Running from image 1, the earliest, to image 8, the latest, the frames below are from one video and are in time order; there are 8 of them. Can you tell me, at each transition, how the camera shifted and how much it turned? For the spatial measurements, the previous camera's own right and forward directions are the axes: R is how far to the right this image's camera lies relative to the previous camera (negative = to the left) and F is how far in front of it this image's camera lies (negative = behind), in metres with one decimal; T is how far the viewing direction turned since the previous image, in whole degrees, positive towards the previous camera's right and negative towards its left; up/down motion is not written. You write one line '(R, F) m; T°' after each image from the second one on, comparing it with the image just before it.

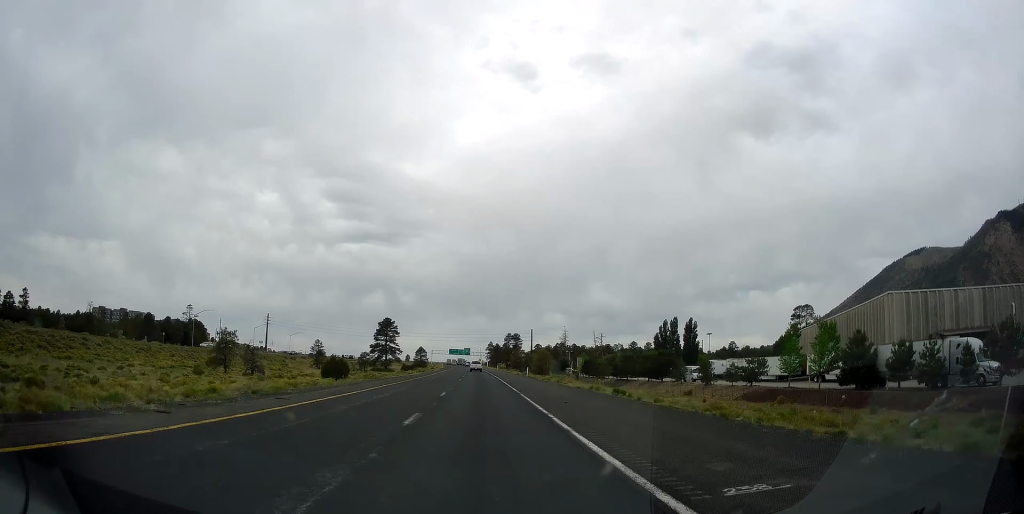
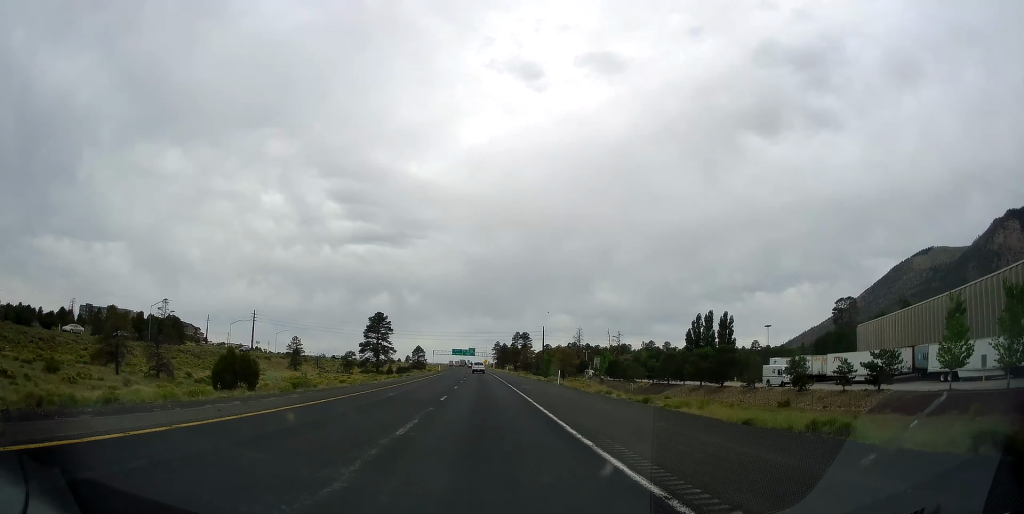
(-0.3, +26.4) m; -1°
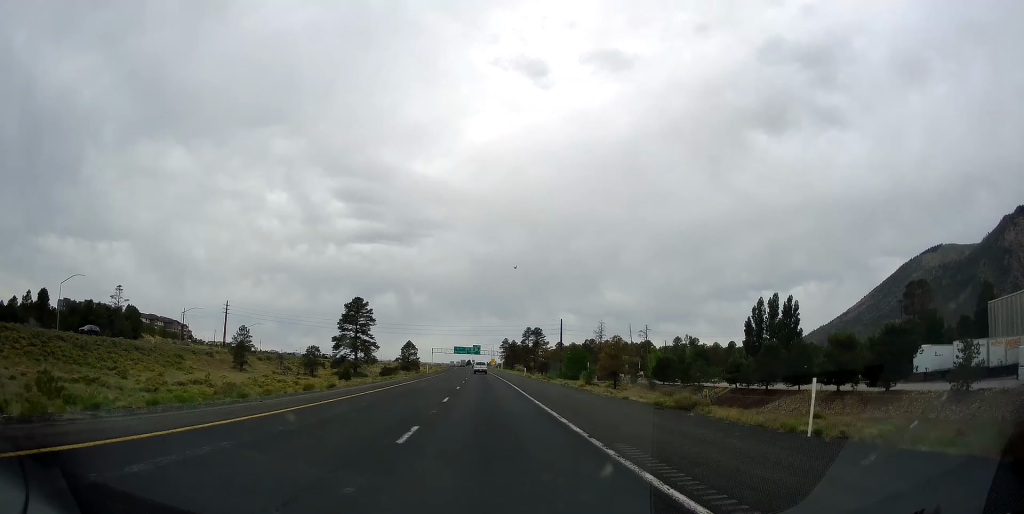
(-0.3, +37.5) m; 0°
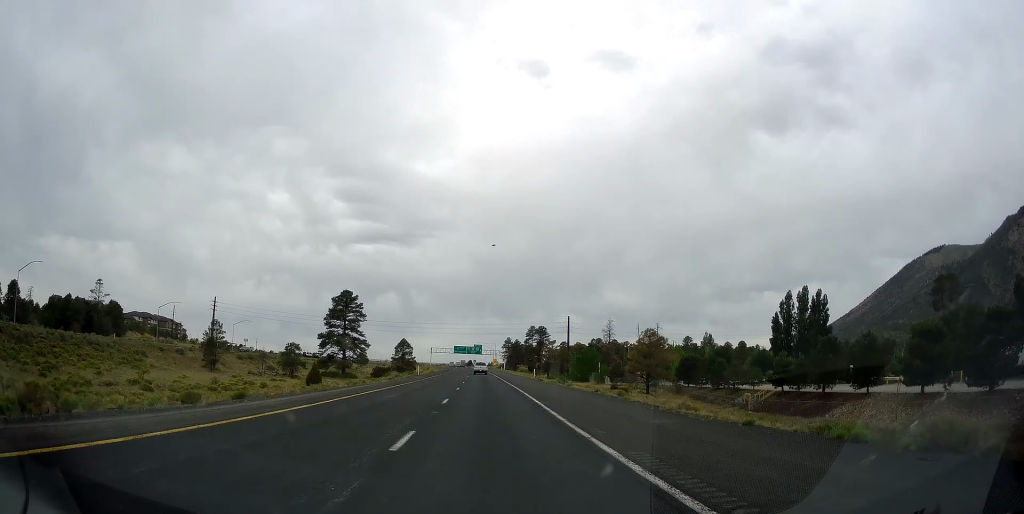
(0.0, +13.2) m; 0°
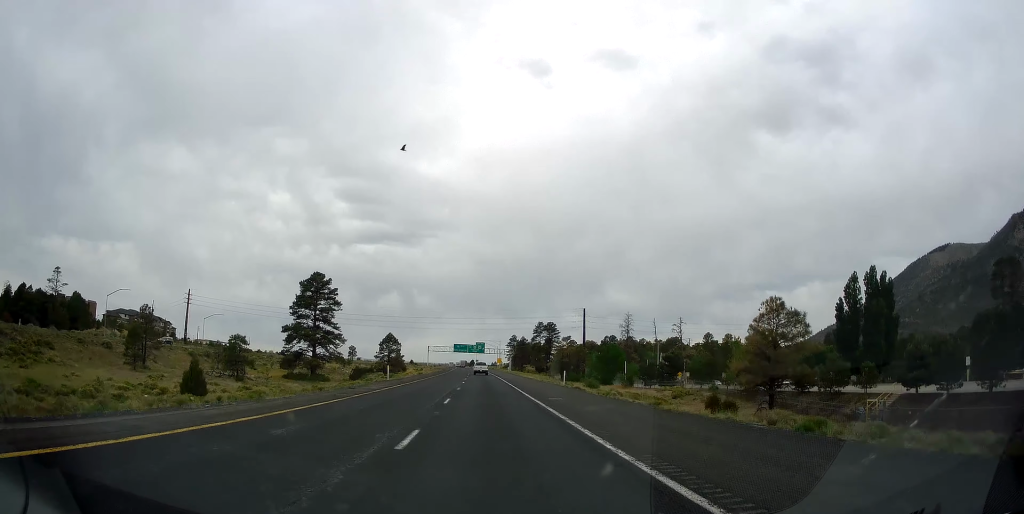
(0.0, +24.3) m; 0°
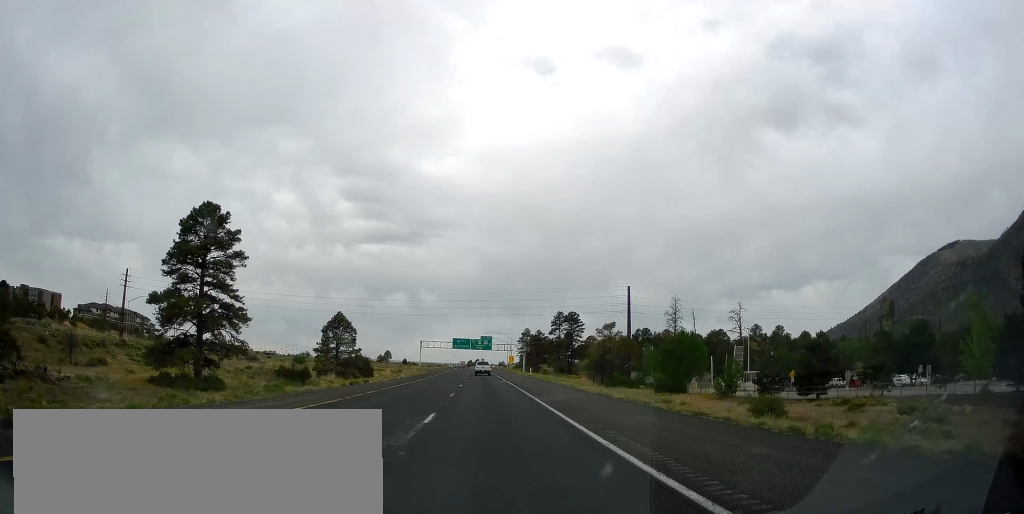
(0.0, +44.4) m; 0°
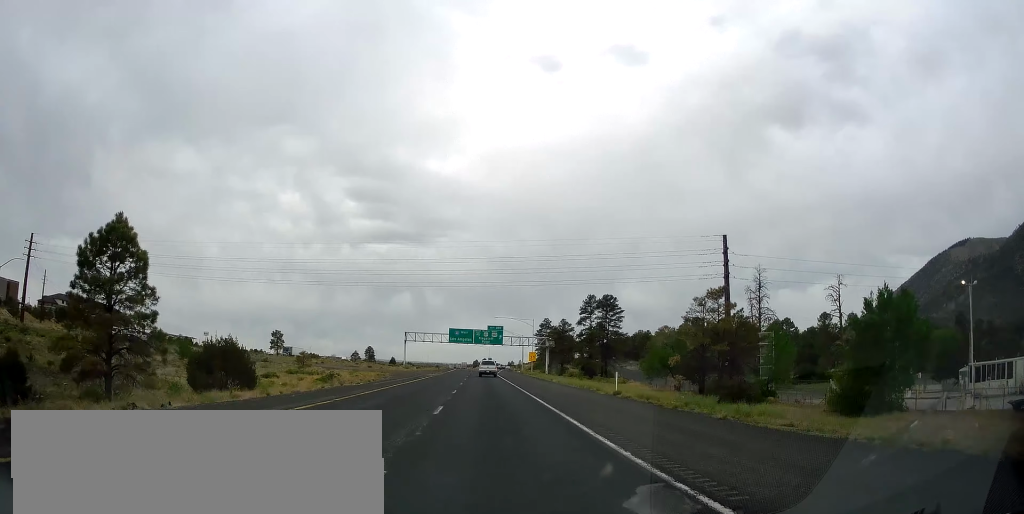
(-0.6, +46.1) m; -1°
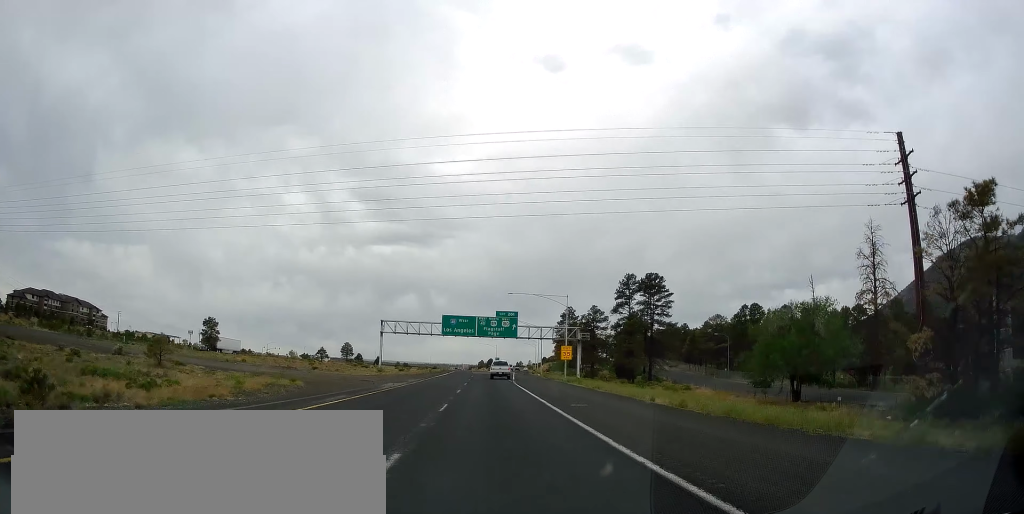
(0.0, +35.1) m; 0°
